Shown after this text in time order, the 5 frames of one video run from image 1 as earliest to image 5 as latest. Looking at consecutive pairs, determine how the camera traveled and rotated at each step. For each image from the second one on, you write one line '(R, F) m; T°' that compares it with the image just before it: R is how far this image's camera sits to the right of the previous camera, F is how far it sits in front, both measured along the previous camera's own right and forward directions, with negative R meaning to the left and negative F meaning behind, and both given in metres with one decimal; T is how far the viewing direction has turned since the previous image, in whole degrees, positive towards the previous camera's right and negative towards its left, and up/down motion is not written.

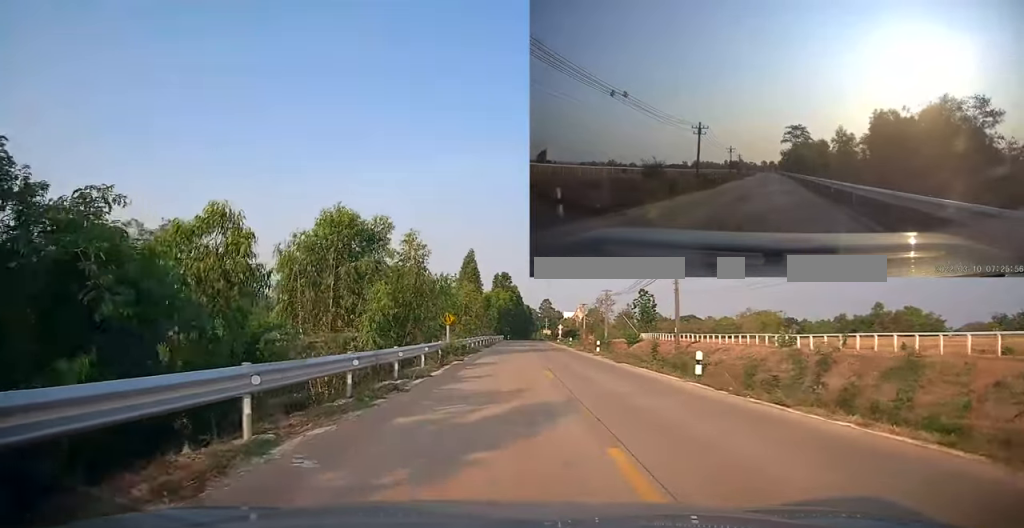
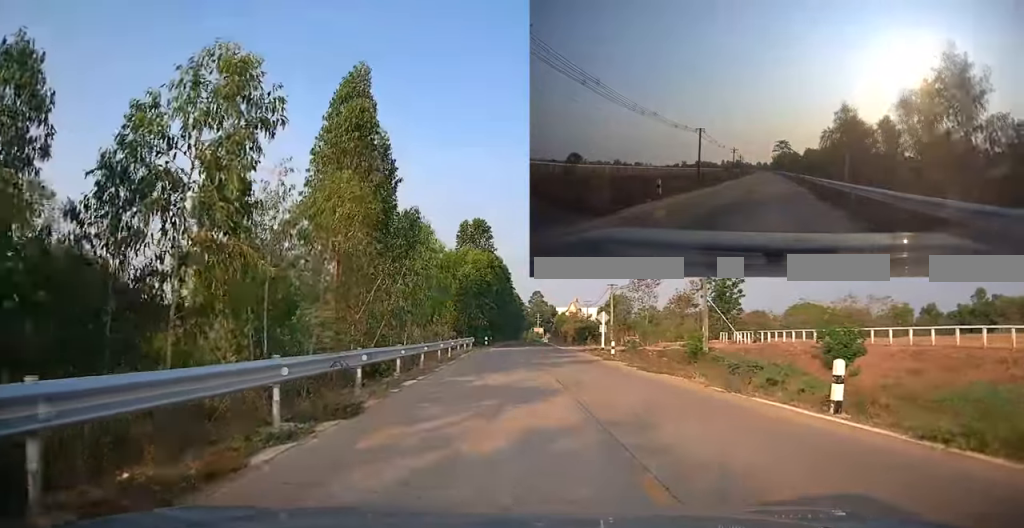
(-0.1, +47.5) m; -1°
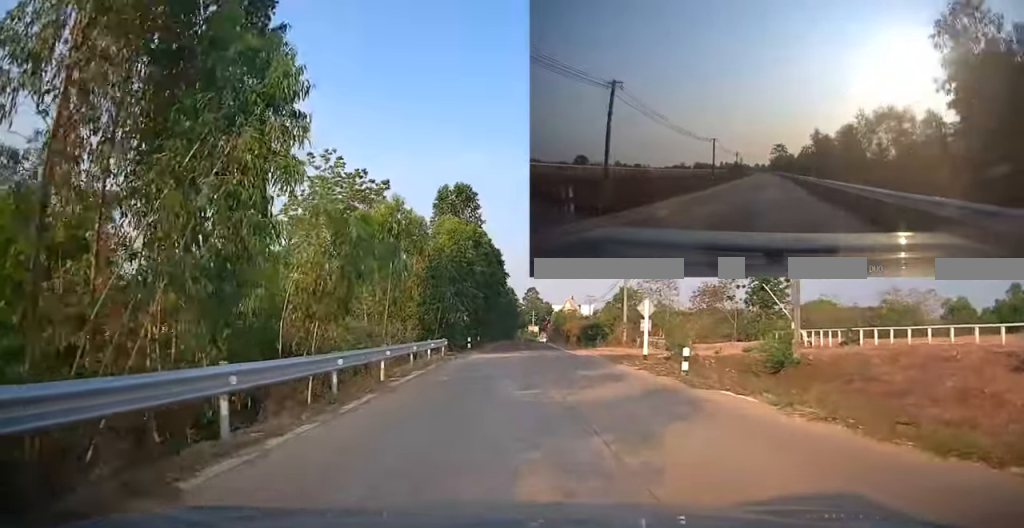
(+0.1, +12.8) m; +2°
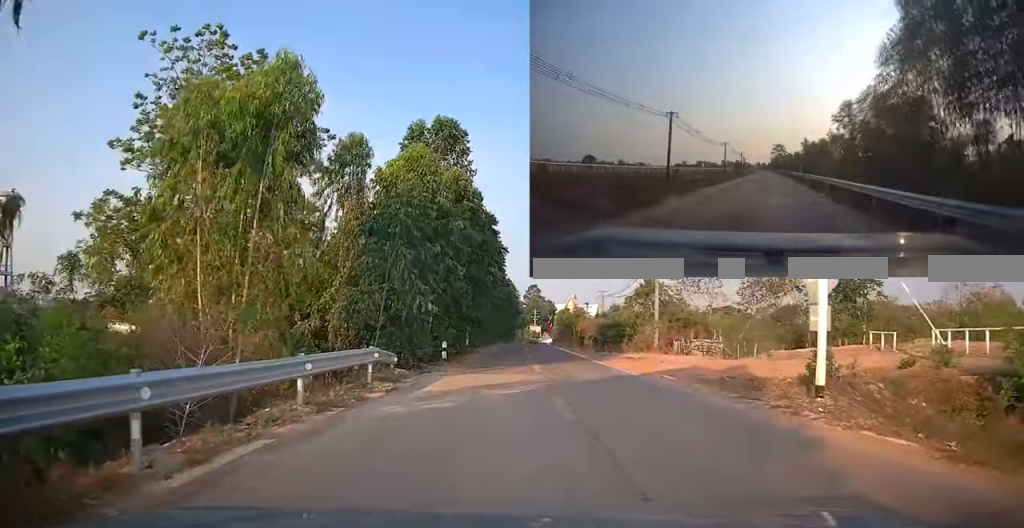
(+0.3, +13.7) m; +1°
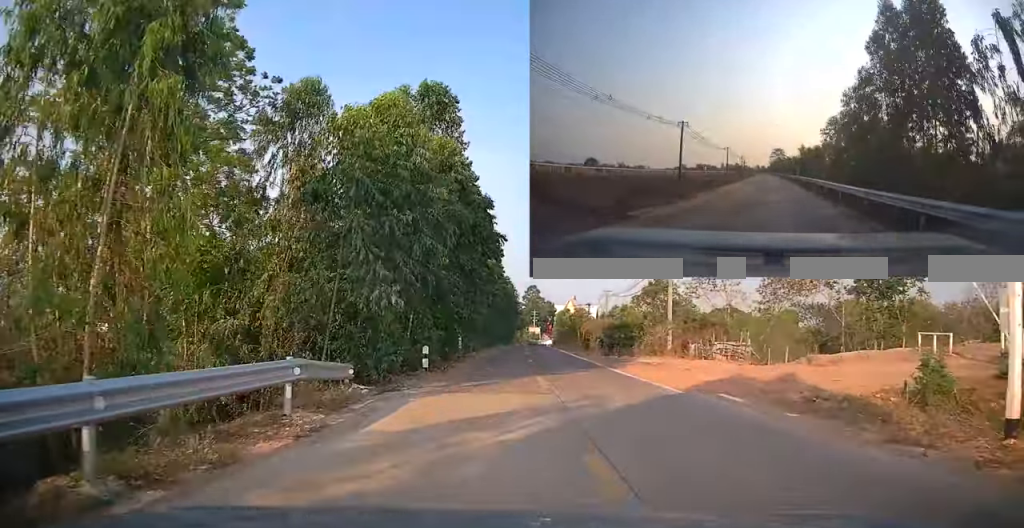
(+0.1, +4.6) m; 0°
